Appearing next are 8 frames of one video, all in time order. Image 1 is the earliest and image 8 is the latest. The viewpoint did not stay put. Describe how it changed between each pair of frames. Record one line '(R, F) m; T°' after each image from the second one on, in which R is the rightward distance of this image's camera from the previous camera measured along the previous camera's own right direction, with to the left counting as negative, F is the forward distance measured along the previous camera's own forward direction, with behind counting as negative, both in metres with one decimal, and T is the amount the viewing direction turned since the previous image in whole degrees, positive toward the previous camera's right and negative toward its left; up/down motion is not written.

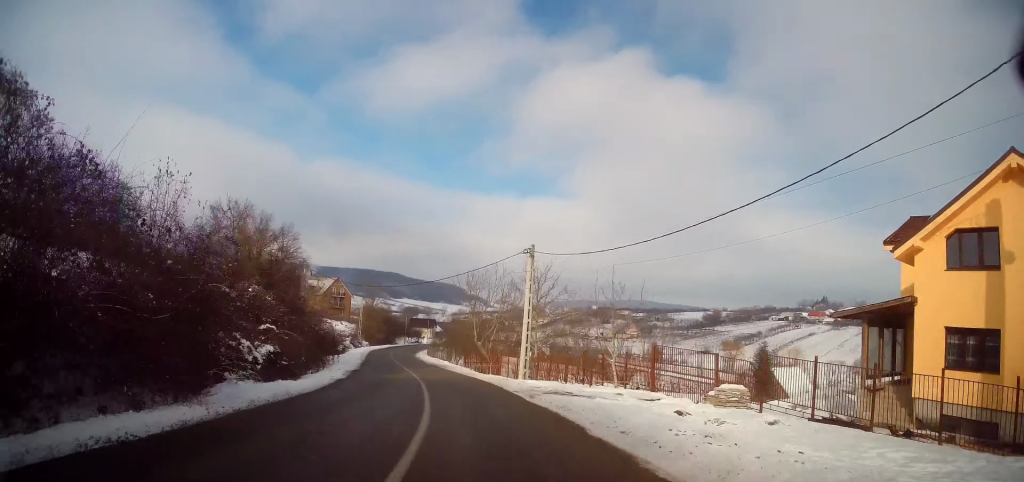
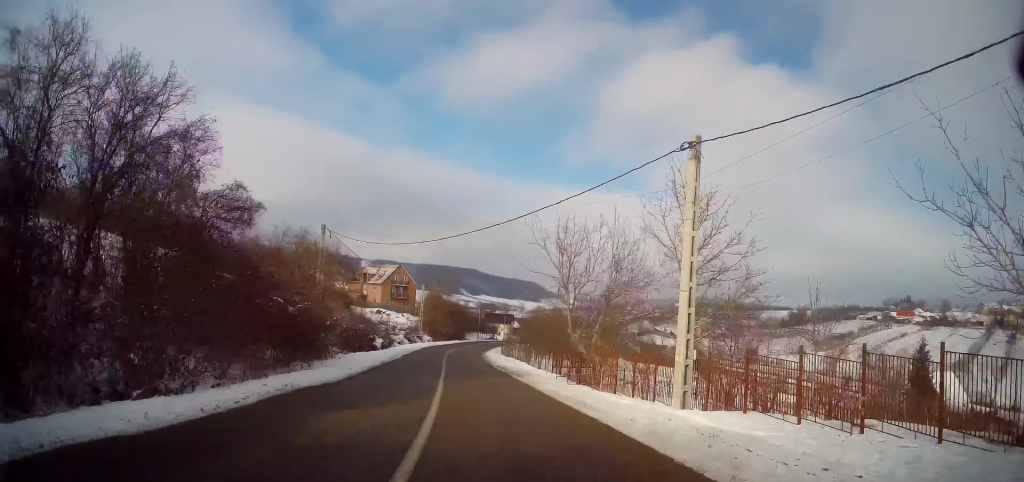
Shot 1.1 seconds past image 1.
(-1.4, +16.5) m; -7°
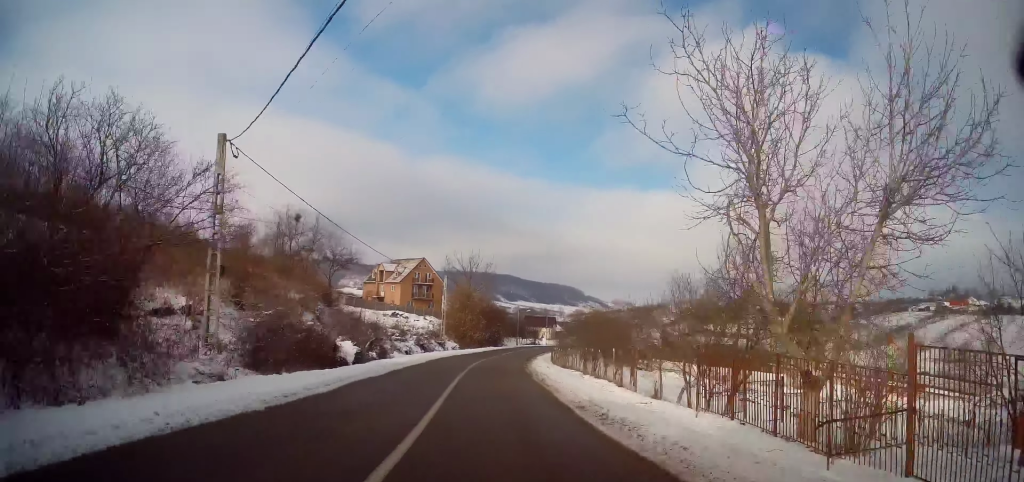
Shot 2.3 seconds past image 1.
(-0.8, +19.1) m; -4°
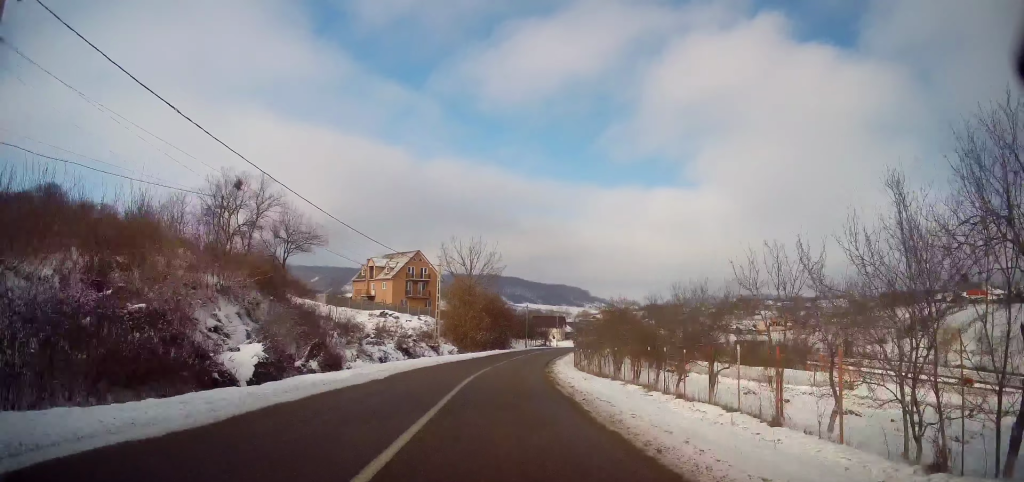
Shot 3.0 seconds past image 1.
(-0.4, +11.9) m; -1°
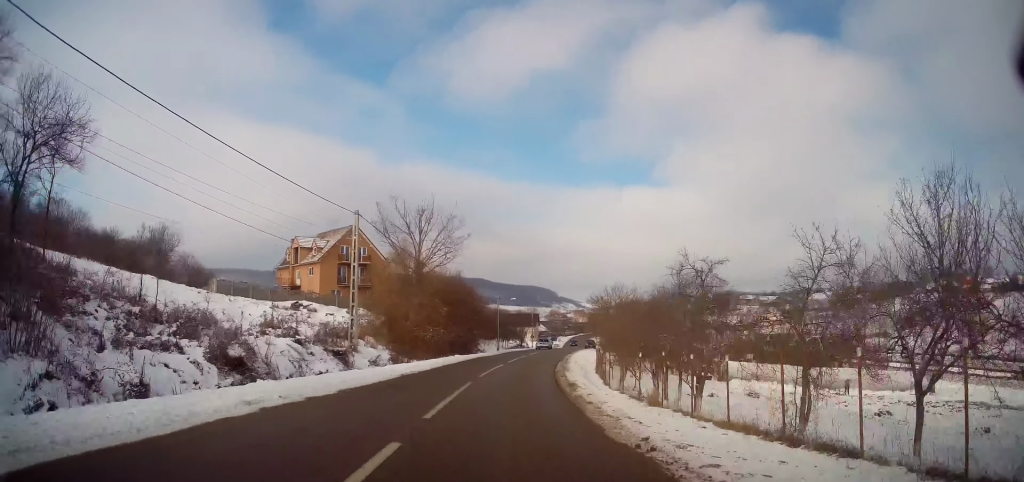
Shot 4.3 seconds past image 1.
(+0.5, +21.4) m; +4°
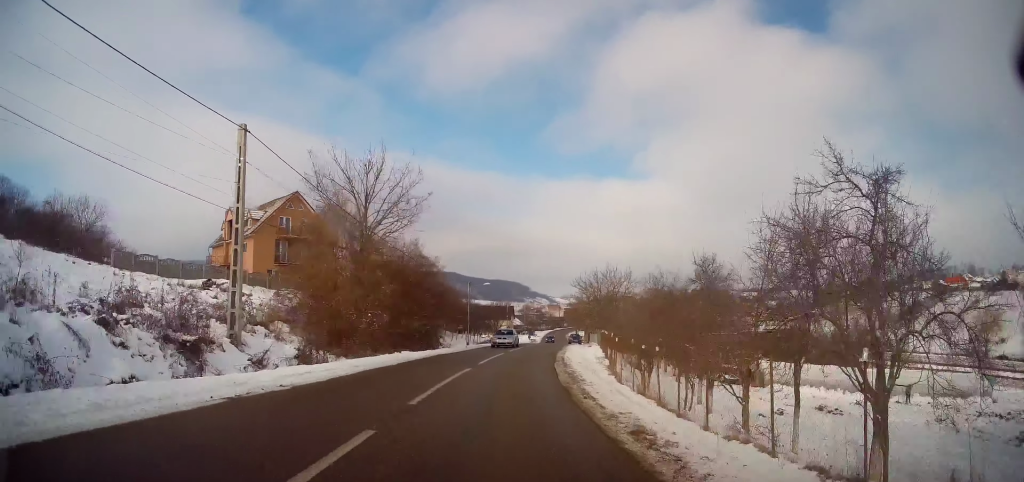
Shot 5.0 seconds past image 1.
(+0.3, +11.7) m; +3°
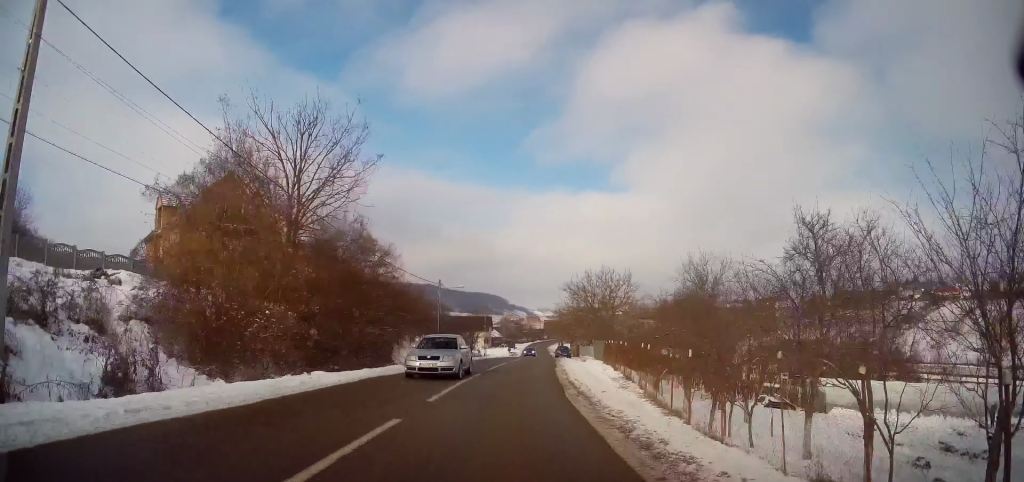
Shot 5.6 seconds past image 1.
(+0.2, +10.1) m; +2°
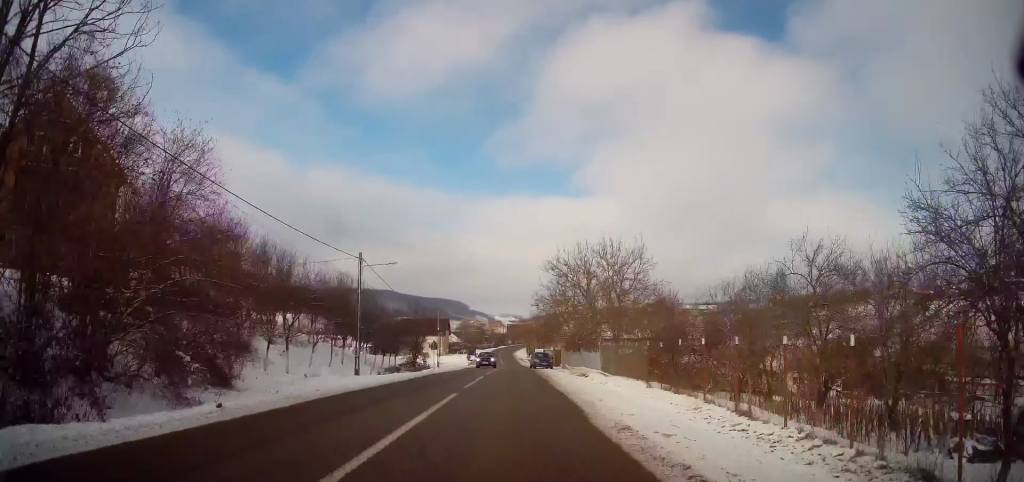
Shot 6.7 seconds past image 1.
(+0.5, +17.9) m; +4°
